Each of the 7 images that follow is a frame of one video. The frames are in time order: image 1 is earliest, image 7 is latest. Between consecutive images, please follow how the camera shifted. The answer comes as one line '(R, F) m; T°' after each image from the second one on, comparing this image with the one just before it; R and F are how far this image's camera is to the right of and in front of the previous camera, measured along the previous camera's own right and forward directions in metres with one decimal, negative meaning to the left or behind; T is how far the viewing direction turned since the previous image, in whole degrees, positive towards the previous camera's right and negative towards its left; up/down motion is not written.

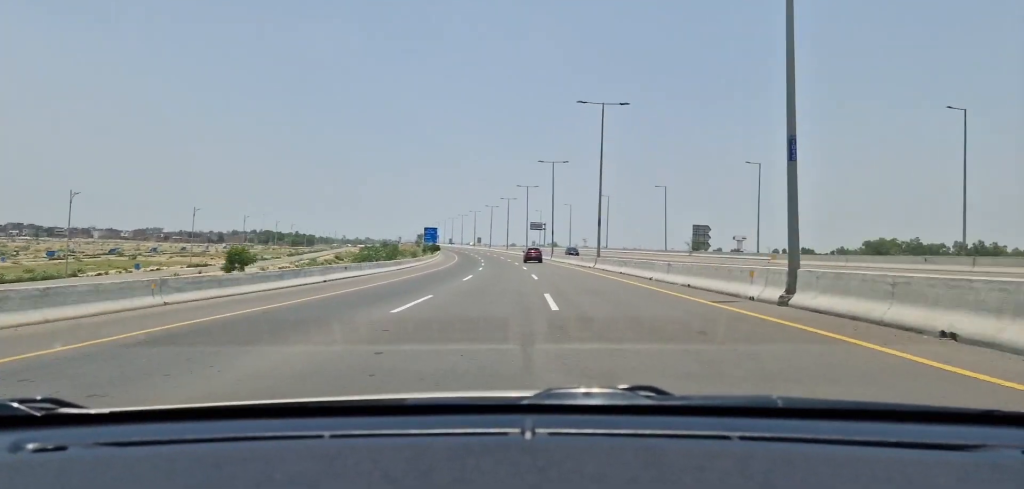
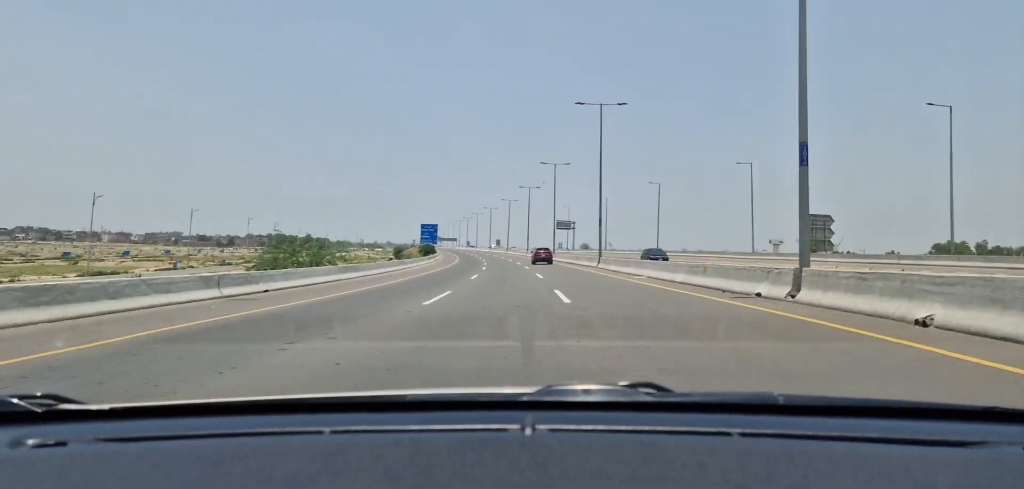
(-0.6, +33.8) m; -2°
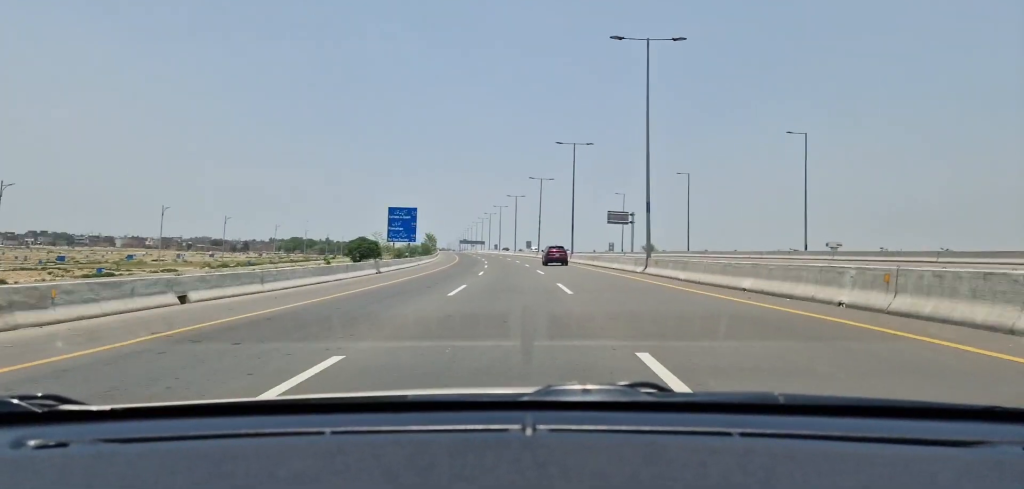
(-1.3, +52.1) m; -3°
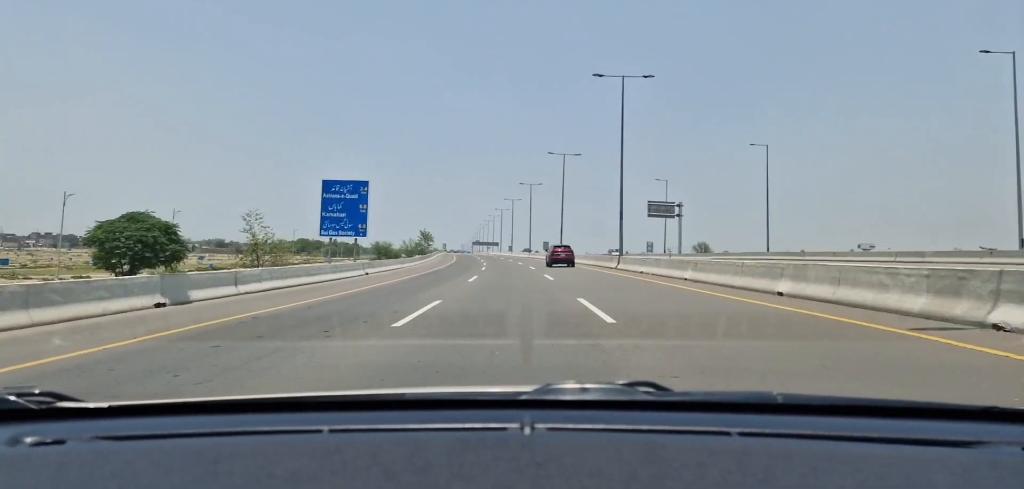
(-0.4, +26.5) m; -1°
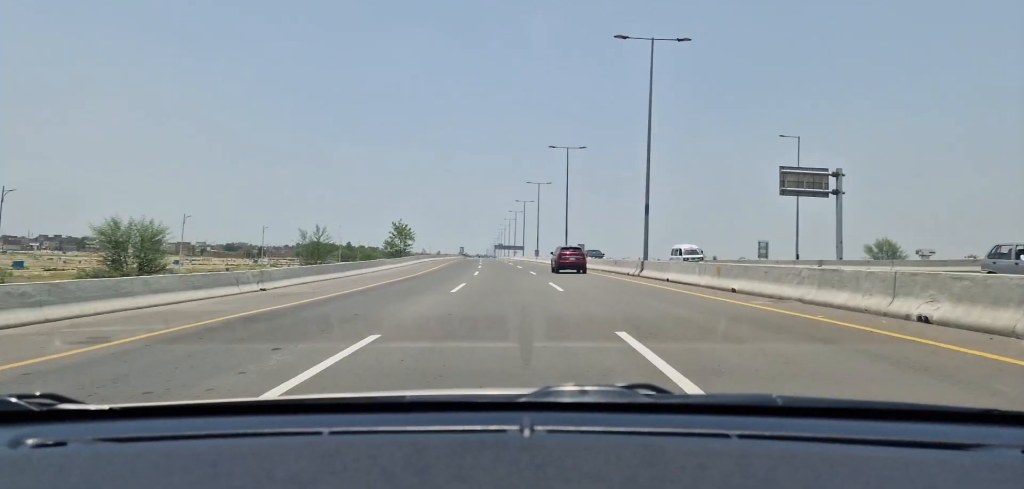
(-0.8, +44.1) m; -2°
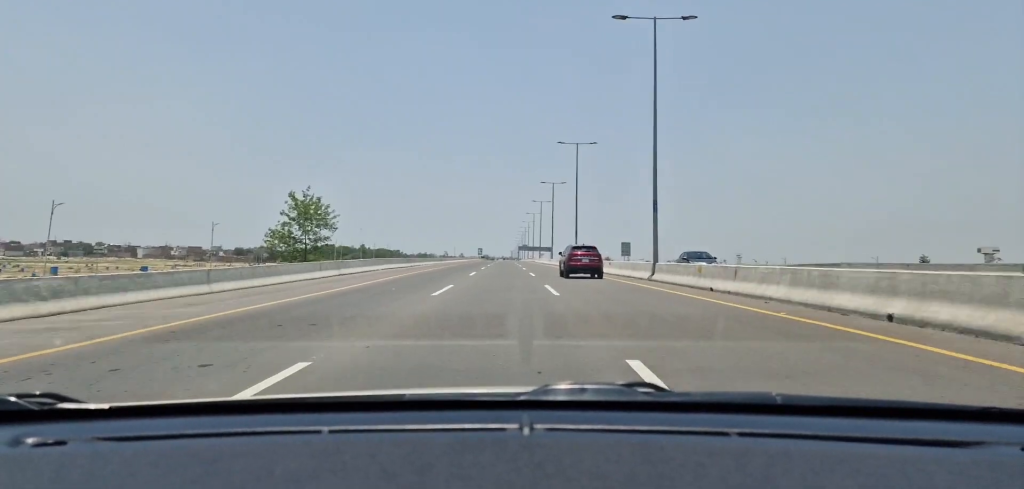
(-0.6, +39.8) m; -2°
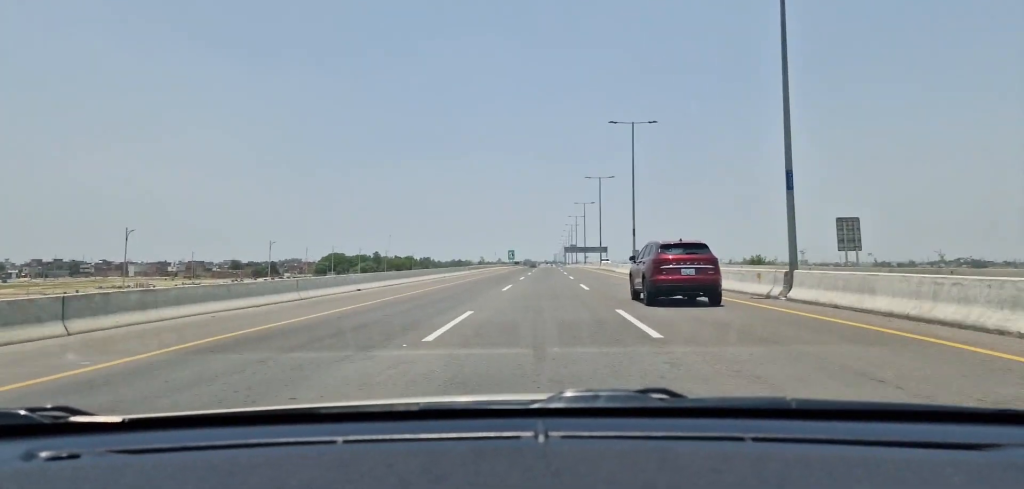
(-2.4, +86.9) m; -2°
